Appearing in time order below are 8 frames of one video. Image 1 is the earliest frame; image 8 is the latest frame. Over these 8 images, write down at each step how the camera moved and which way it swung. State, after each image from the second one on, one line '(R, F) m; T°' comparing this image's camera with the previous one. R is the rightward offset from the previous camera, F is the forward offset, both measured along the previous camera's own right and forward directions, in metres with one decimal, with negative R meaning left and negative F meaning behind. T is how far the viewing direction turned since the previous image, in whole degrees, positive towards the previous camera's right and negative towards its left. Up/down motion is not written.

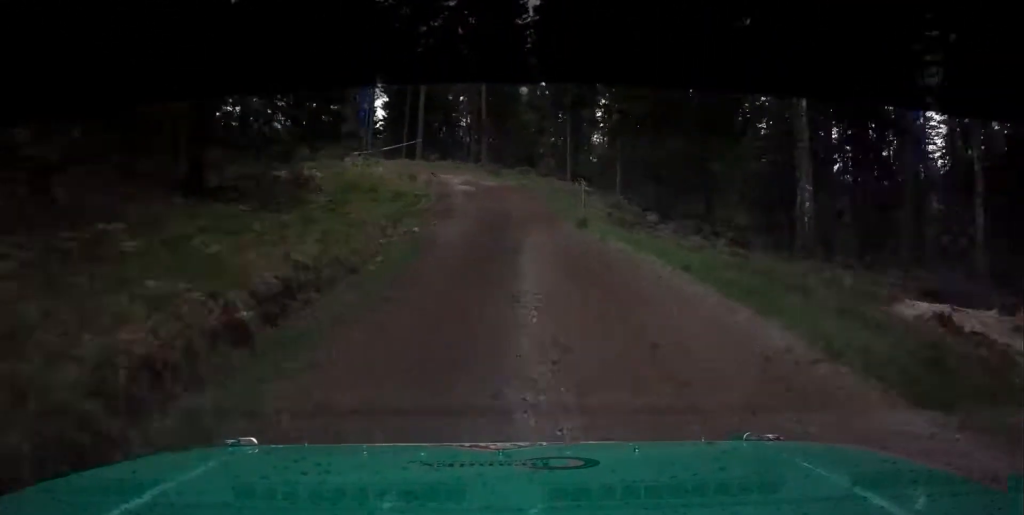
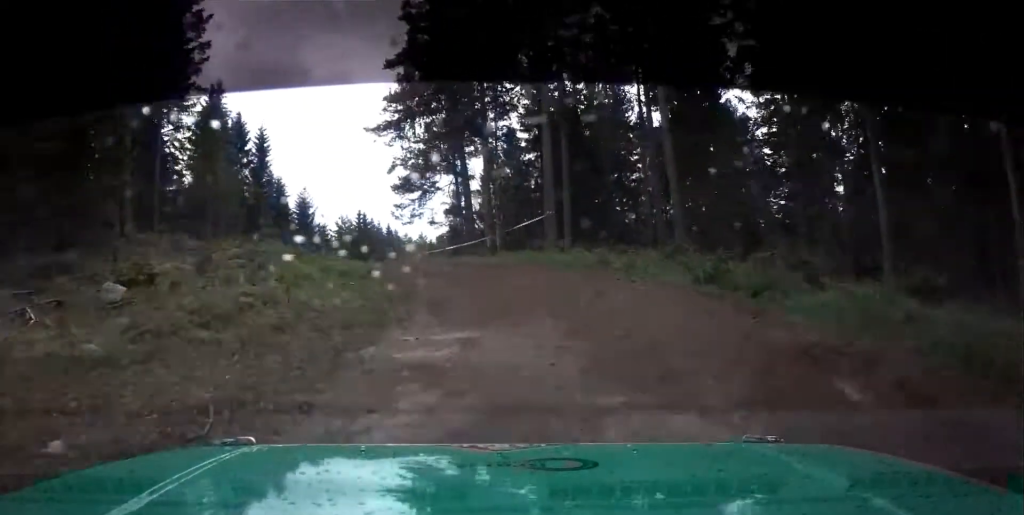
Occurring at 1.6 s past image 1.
(-1.8, +41.2) m; -6°
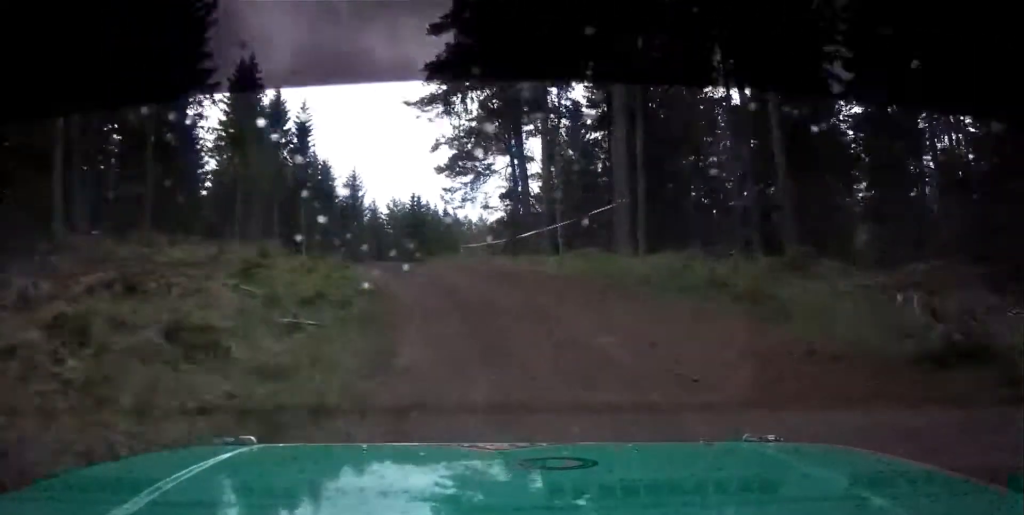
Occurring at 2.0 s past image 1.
(-0.2, +9.7) m; -5°
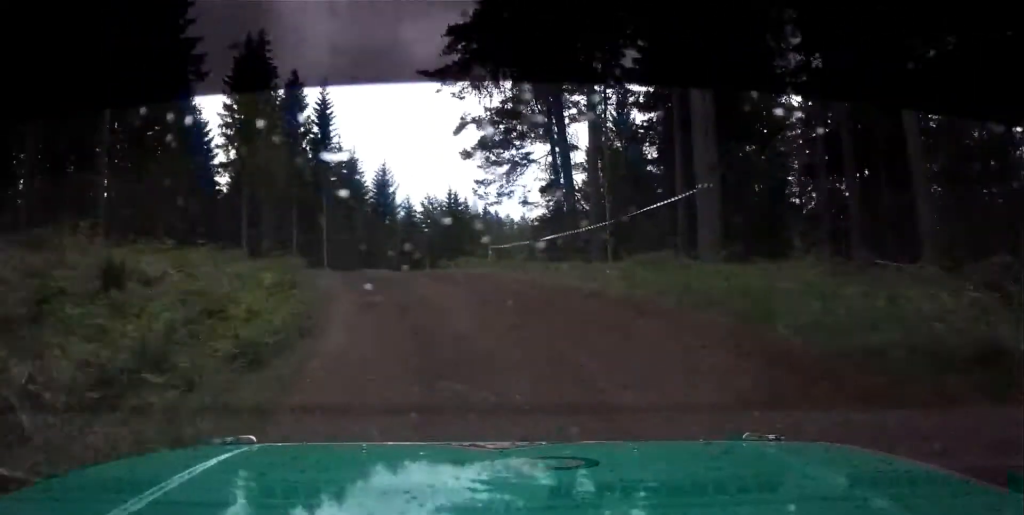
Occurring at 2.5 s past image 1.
(+0.8, +10.5) m; -6°
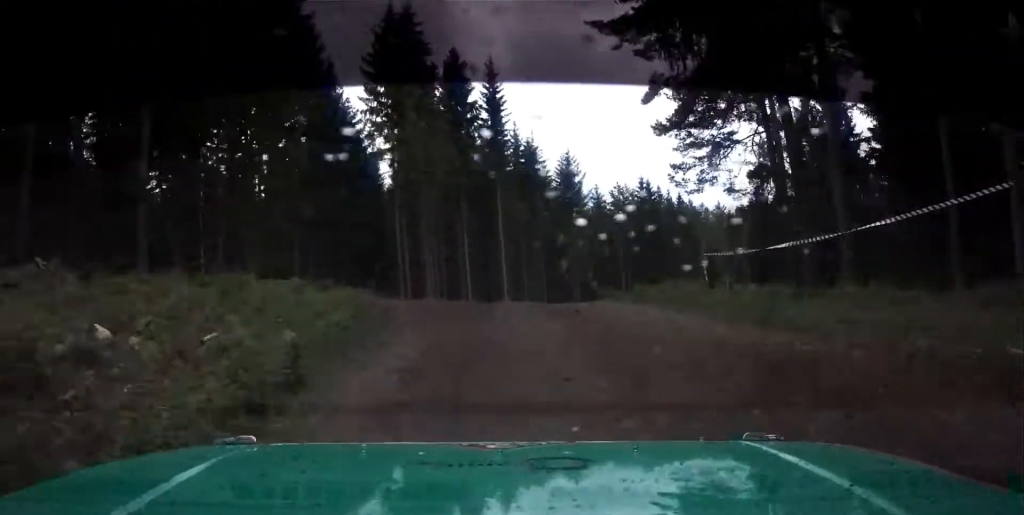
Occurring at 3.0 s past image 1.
(-1.9, +9.0) m; -9°
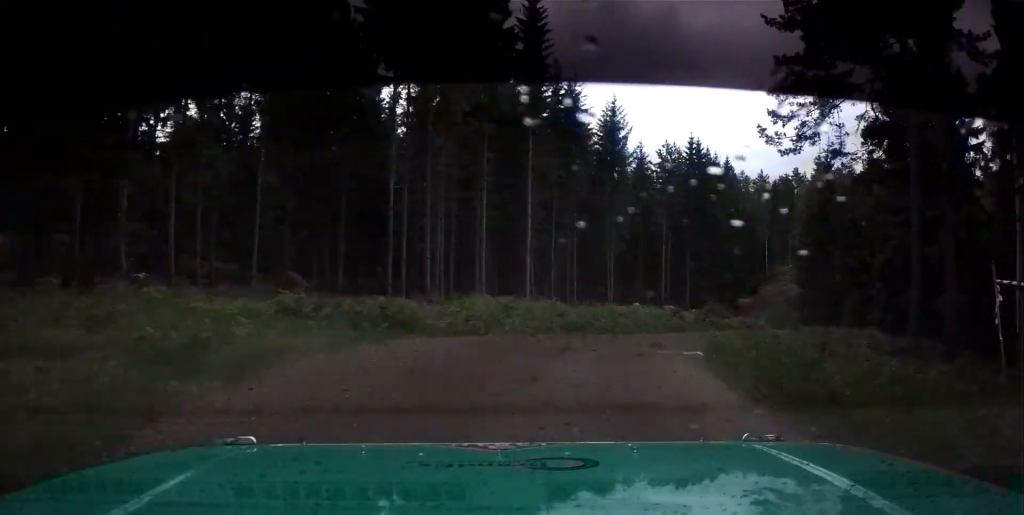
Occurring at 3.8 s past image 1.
(-1.6, +12.8) m; -9°
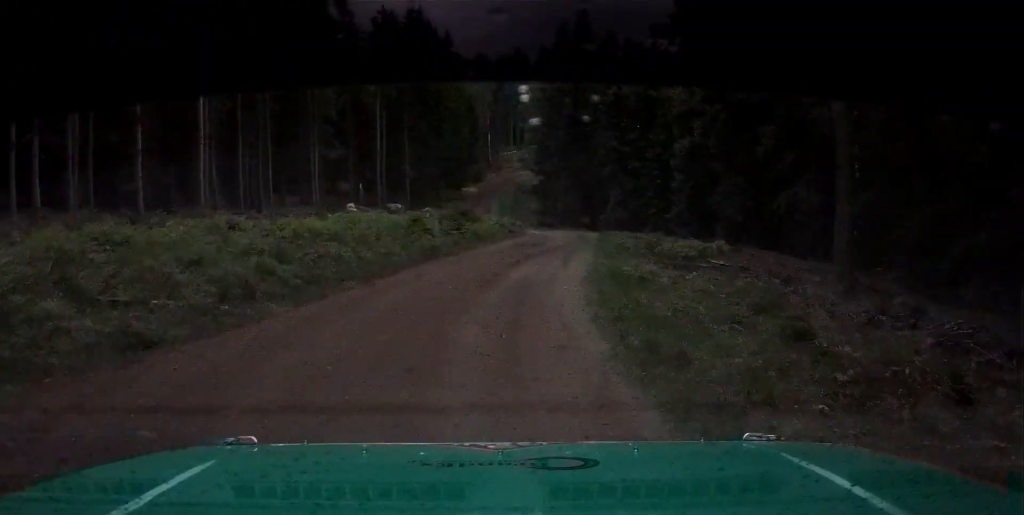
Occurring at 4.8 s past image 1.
(-0.5, +14.4) m; +3°
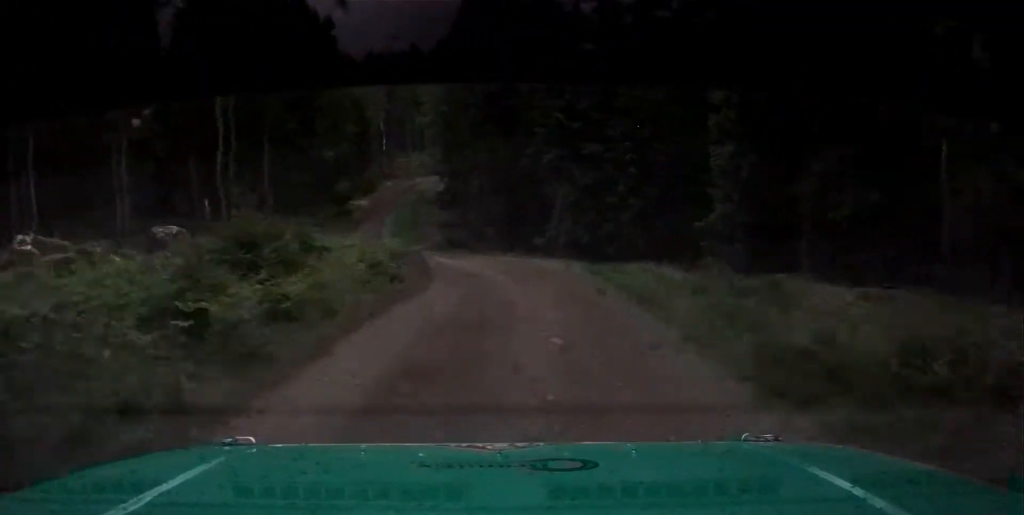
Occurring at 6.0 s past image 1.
(+2.0, +18.5) m; +11°
